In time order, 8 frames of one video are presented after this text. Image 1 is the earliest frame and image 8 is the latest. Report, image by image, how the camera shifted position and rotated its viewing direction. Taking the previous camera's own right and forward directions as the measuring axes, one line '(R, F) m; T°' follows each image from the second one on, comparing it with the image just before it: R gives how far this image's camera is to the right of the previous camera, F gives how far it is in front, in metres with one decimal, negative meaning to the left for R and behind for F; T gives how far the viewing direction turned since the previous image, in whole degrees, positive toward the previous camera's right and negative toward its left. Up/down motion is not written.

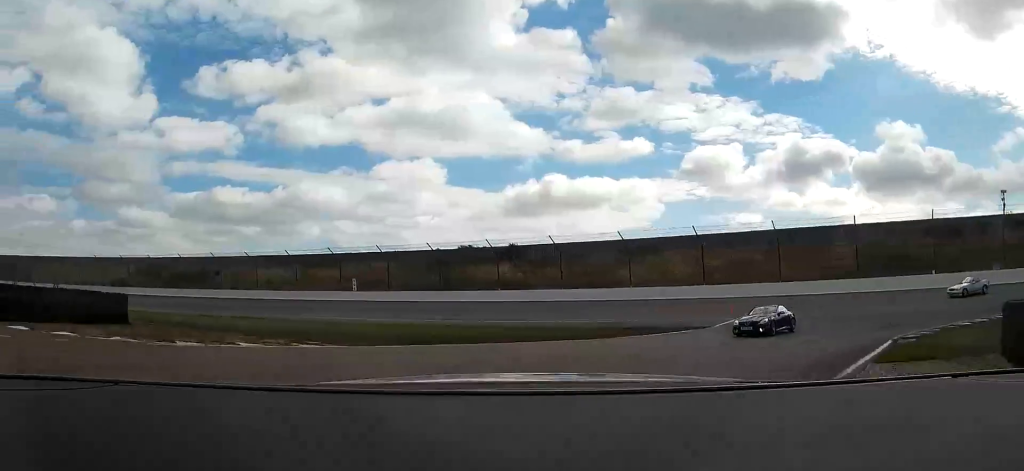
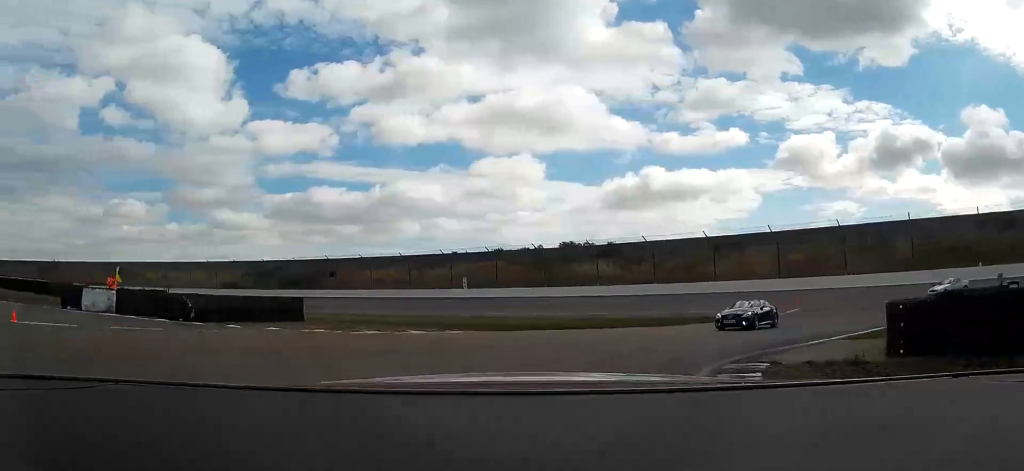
(-0.8, +6.7) m; -6°
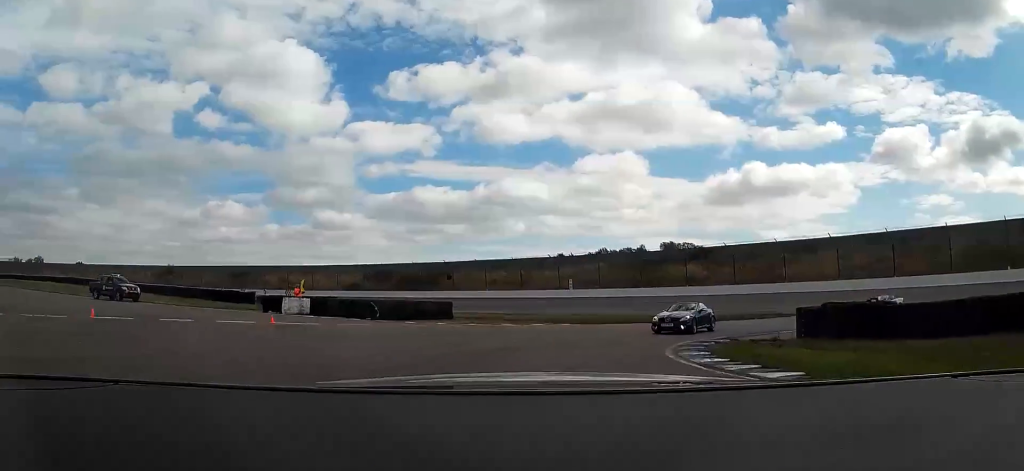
(-0.8, +10.3) m; -9°
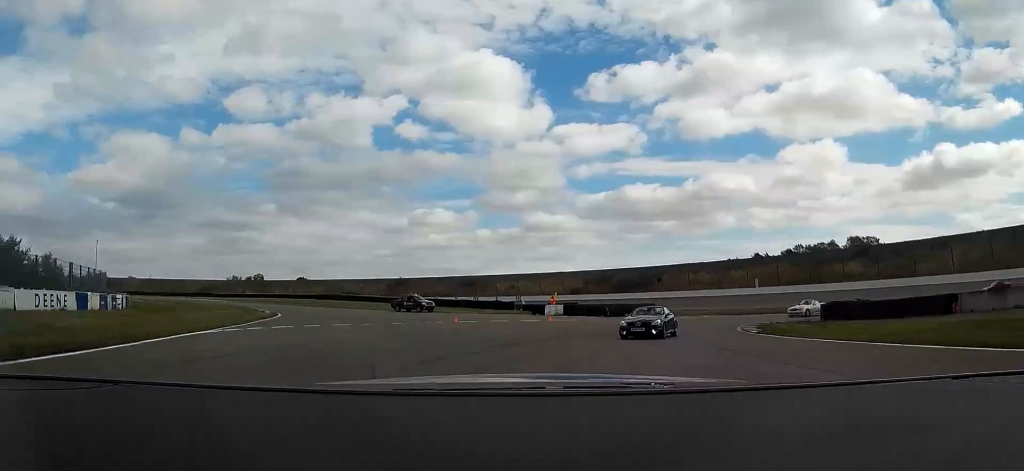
(-2.5, +20.3) m; -14°
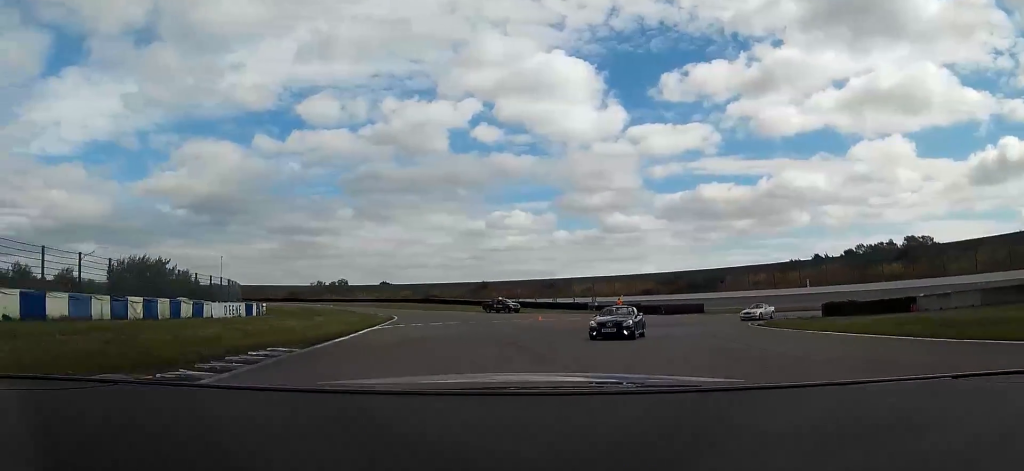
(-0.9, +11.7) m; -8°
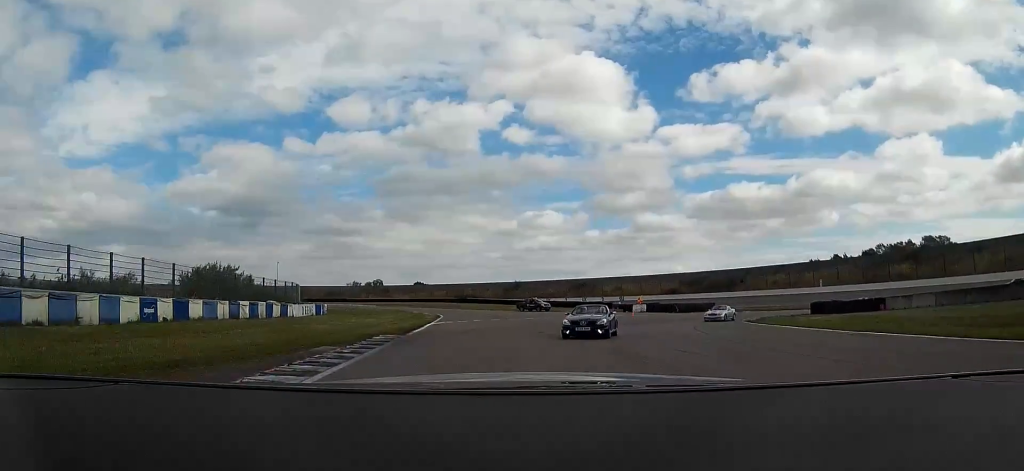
(-0.3, +8.1) m; -5°
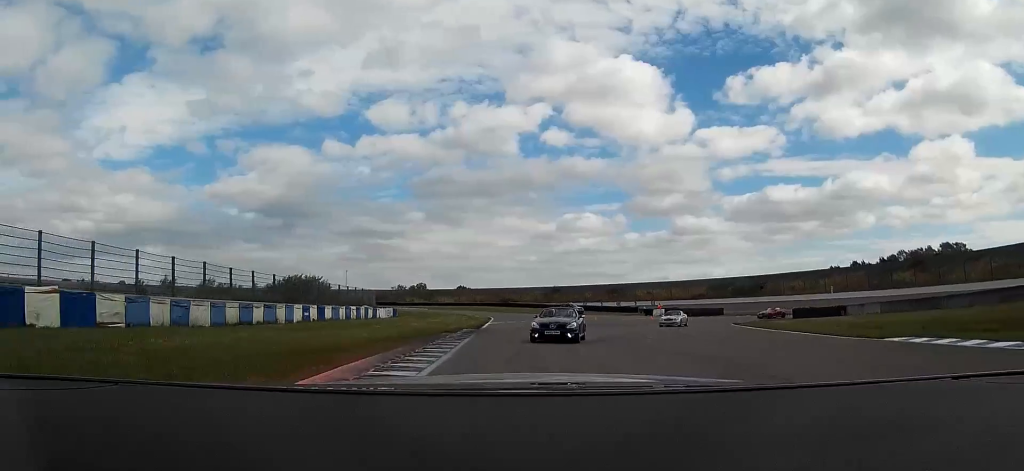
(-0.6, +13.1) m; -6°
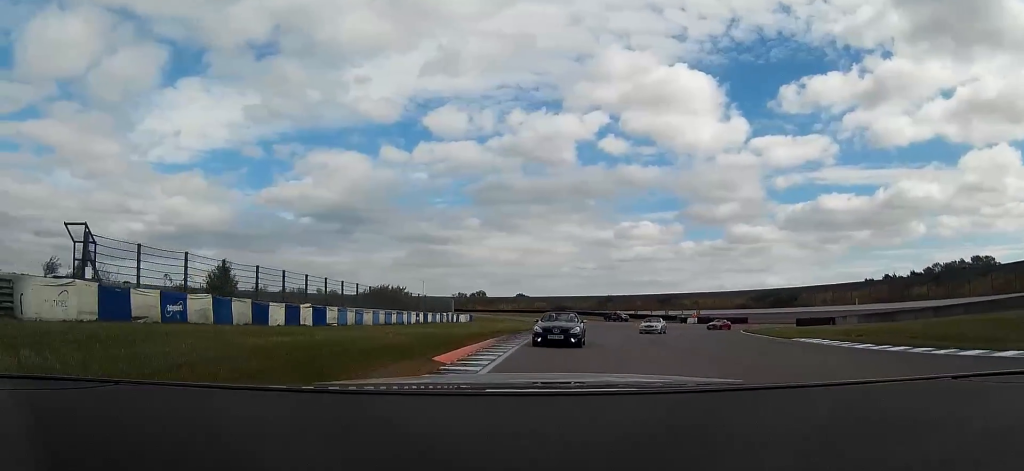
(-0.8, +14.7) m; -4°
